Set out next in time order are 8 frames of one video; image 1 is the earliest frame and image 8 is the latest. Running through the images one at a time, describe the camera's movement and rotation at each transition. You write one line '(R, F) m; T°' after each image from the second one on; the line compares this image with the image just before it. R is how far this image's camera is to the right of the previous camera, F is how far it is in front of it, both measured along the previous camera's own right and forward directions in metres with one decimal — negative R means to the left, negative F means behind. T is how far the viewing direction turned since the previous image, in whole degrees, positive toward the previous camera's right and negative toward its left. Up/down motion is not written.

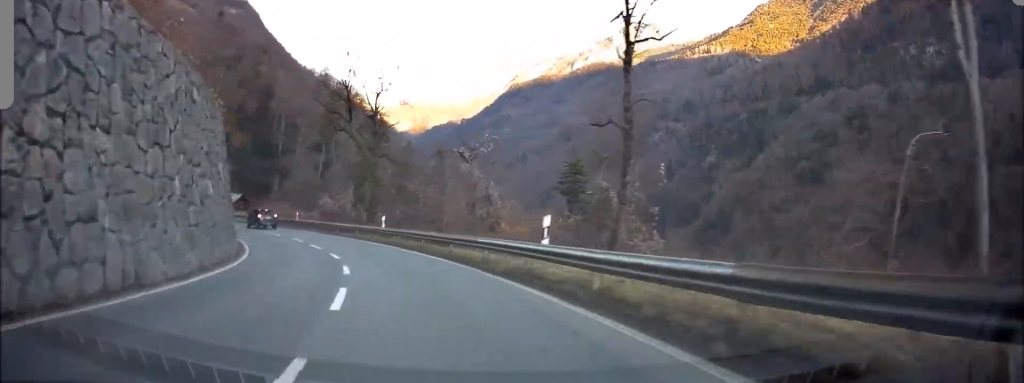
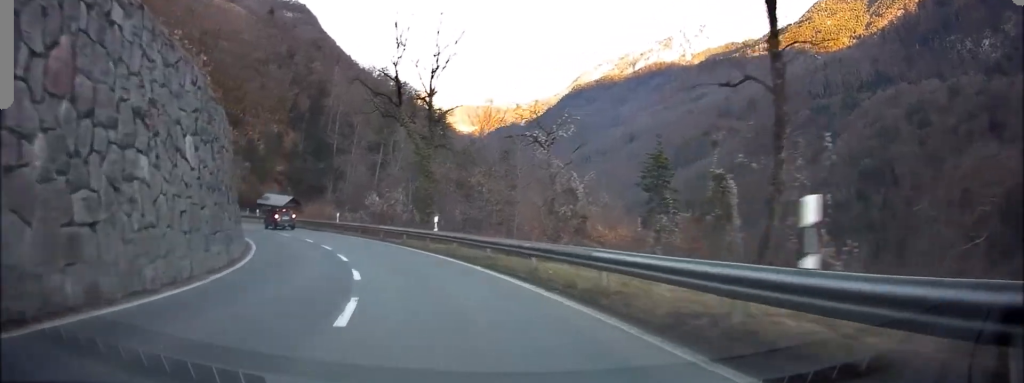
(+0.3, +7.1) m; -6°
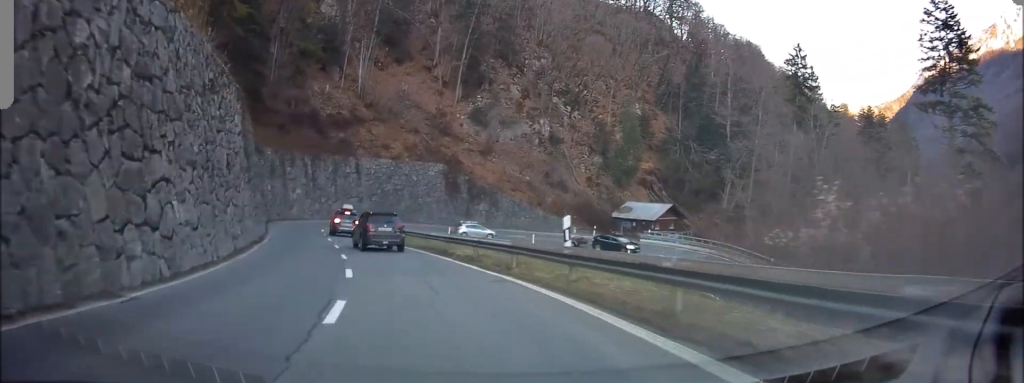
(-31.3, +32.8) m; -54°
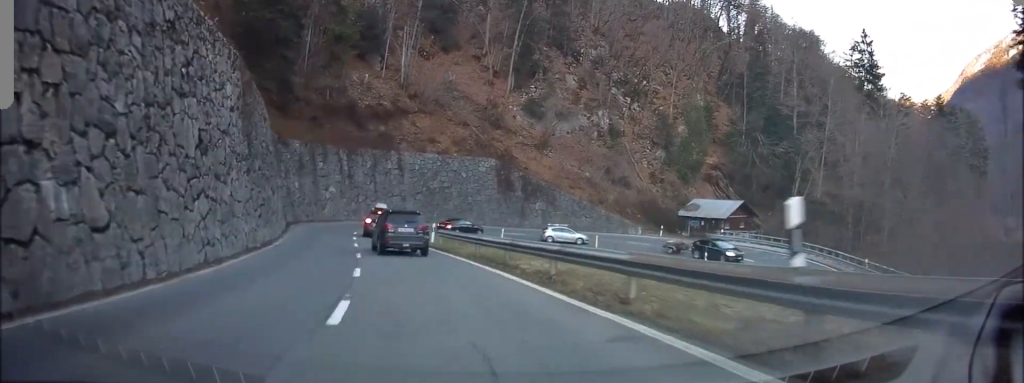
(+1.6, +6.9) m; +11°
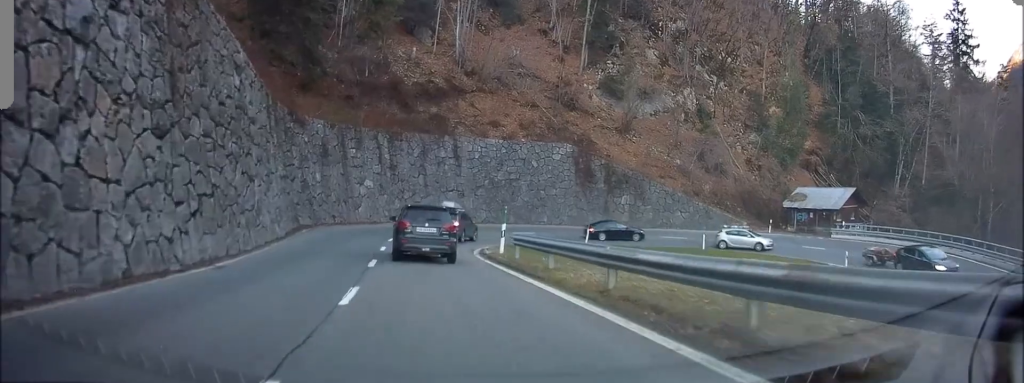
(+2.1, +13.3) m; +5°
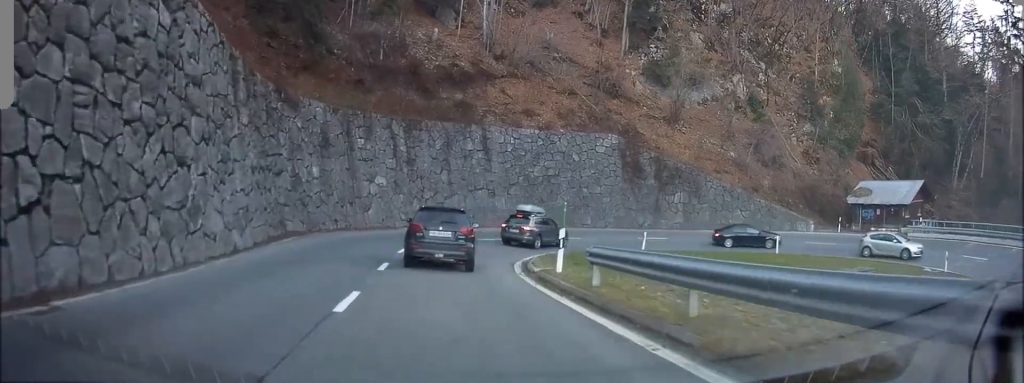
(-0.2, +10.2) m; -4°
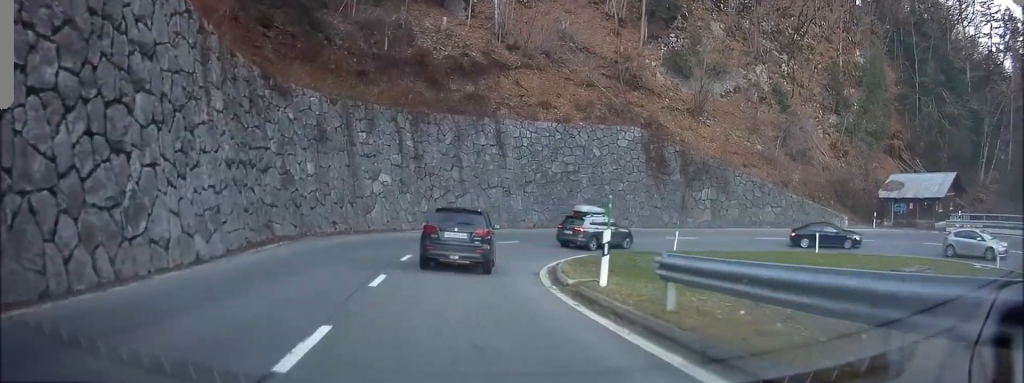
(-0.6, +5.3) m; -3°
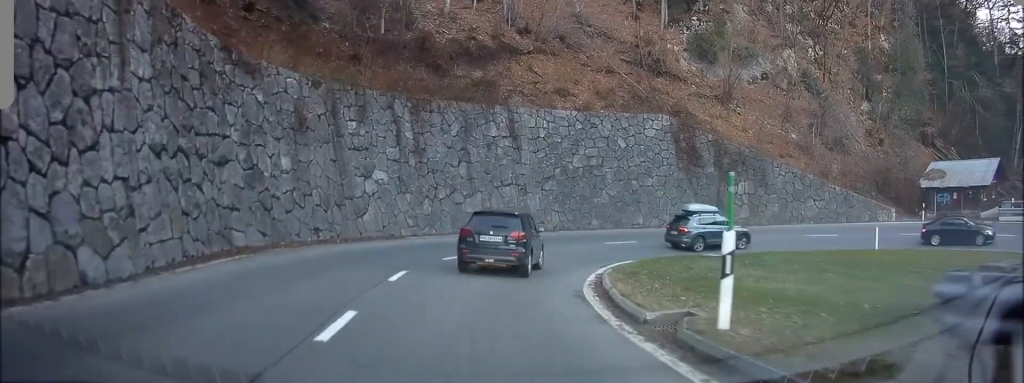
(-0.1, +8.4) m; -2°
